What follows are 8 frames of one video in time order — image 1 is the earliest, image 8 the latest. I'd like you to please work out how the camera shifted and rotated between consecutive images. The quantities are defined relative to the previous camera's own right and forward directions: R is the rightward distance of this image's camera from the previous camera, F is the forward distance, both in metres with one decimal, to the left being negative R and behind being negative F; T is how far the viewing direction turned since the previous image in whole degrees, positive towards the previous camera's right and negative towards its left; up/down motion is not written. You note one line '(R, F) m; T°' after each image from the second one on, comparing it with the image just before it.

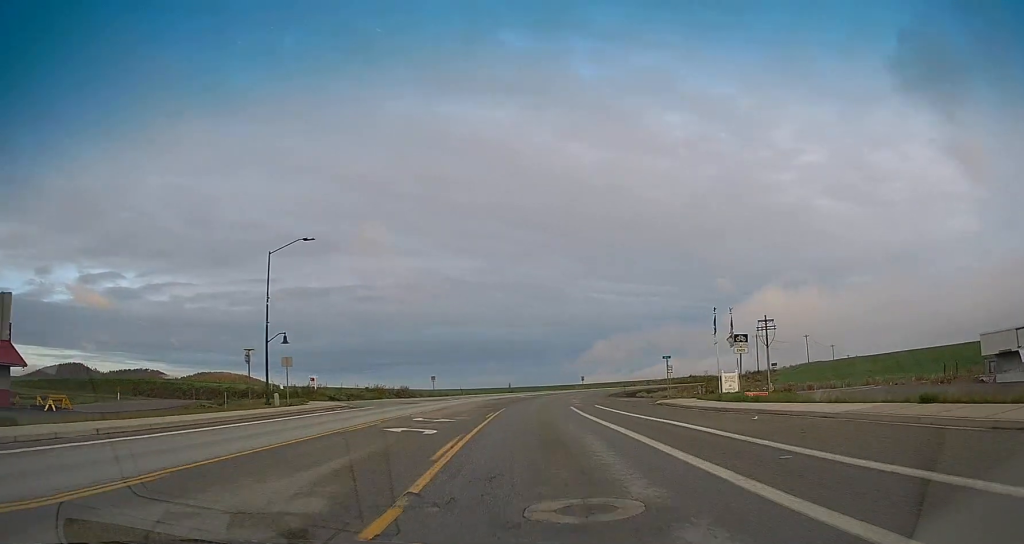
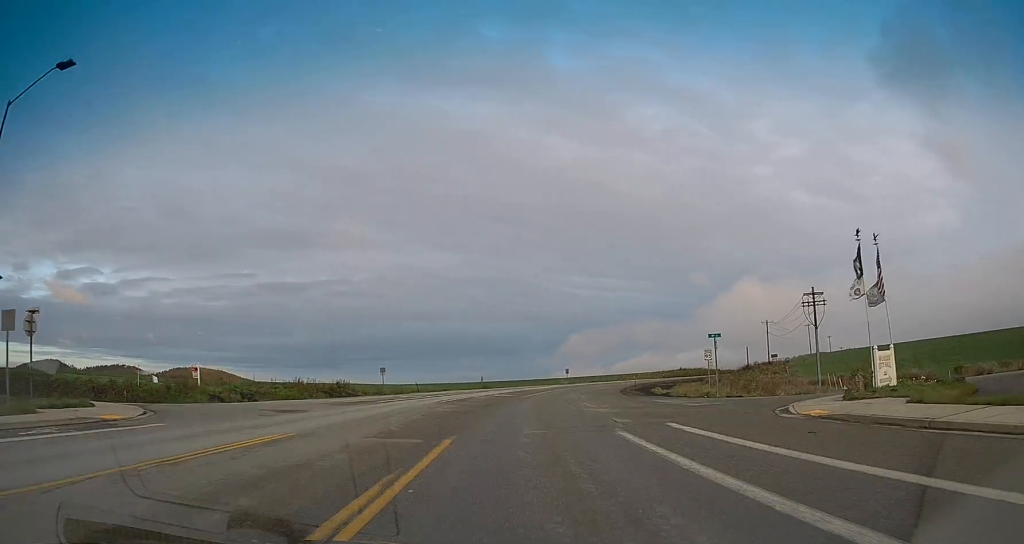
(0.0, +22.8) m; +1°
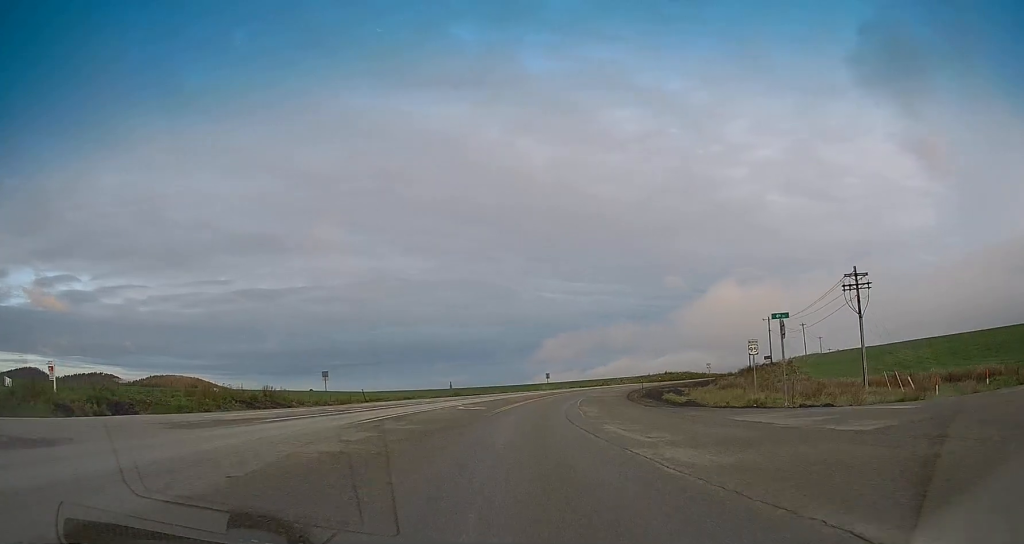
(+0.1, +15.5) m; +1°
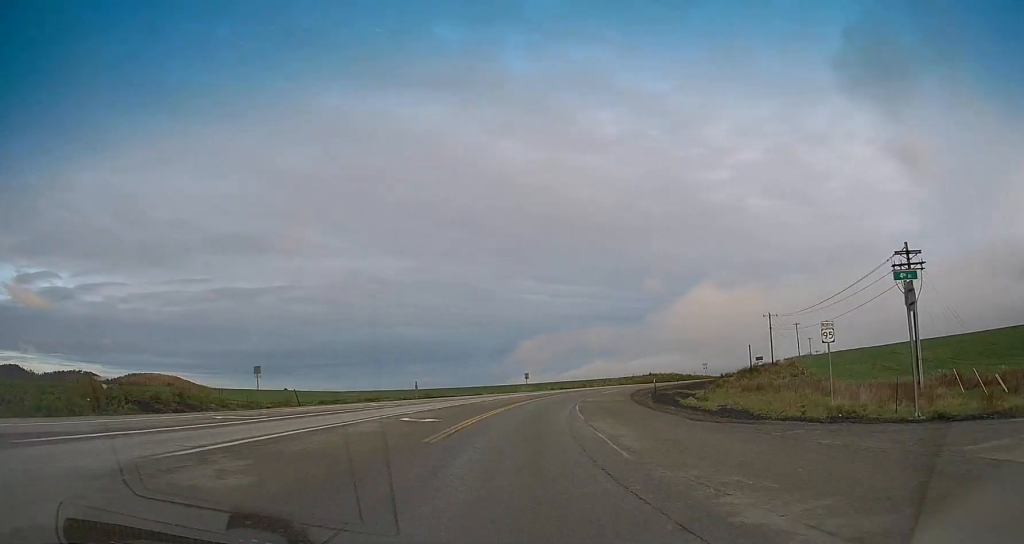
(+0.2, +12.4) m; +2°
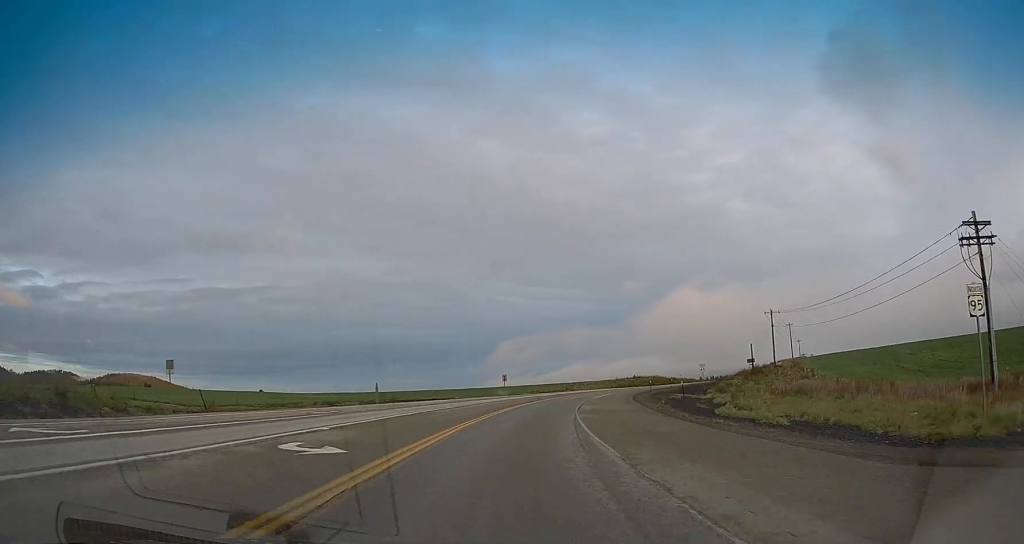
(-0.1, +10.9) m; +3°
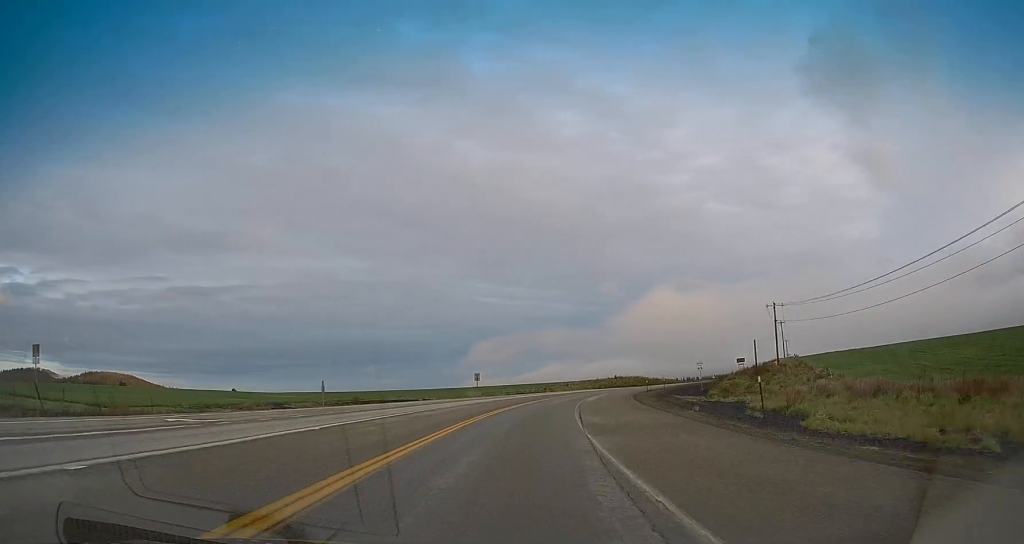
(+0.5, +11.1) m; +3°
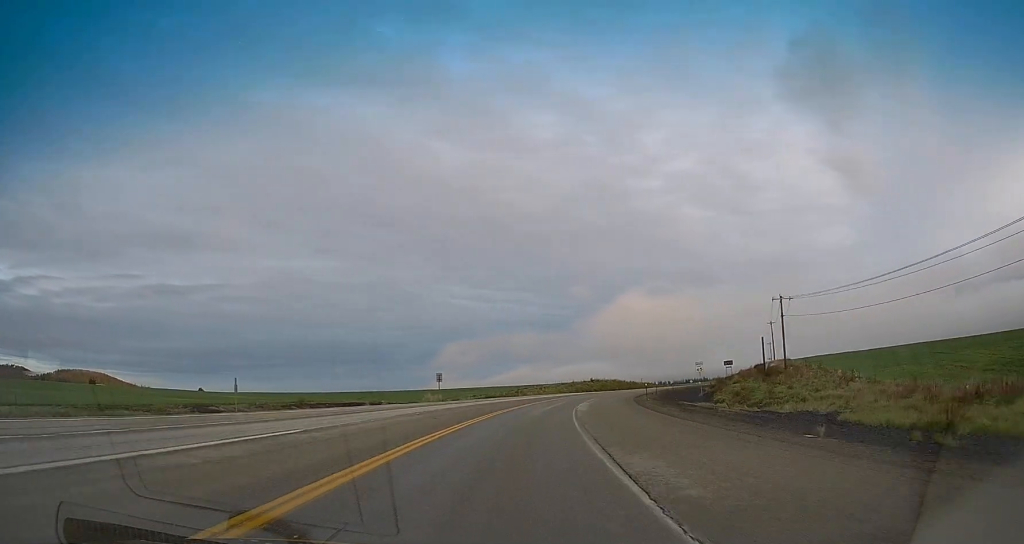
(+0.3, +12.6) m; +3°
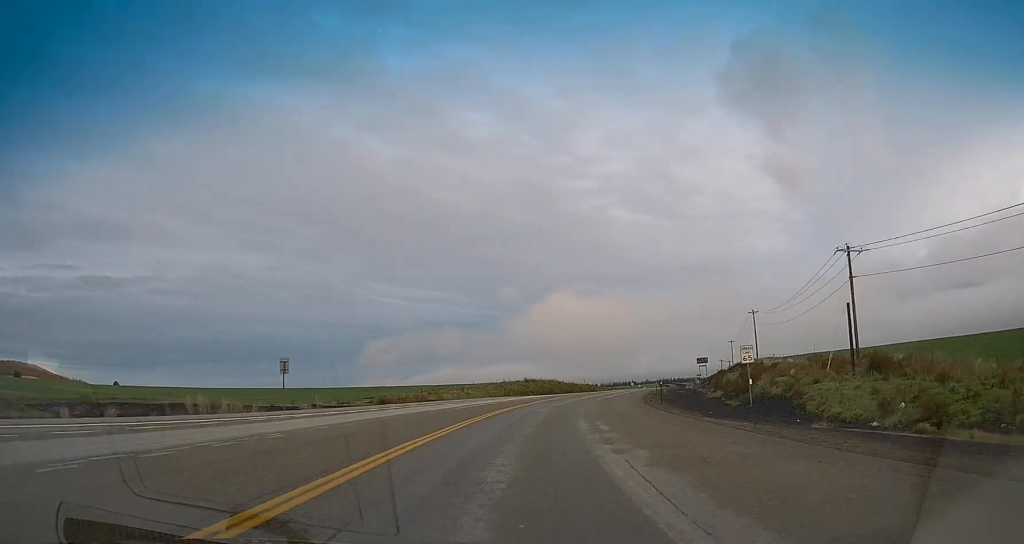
(+1.8, +34.8) m; +6°
